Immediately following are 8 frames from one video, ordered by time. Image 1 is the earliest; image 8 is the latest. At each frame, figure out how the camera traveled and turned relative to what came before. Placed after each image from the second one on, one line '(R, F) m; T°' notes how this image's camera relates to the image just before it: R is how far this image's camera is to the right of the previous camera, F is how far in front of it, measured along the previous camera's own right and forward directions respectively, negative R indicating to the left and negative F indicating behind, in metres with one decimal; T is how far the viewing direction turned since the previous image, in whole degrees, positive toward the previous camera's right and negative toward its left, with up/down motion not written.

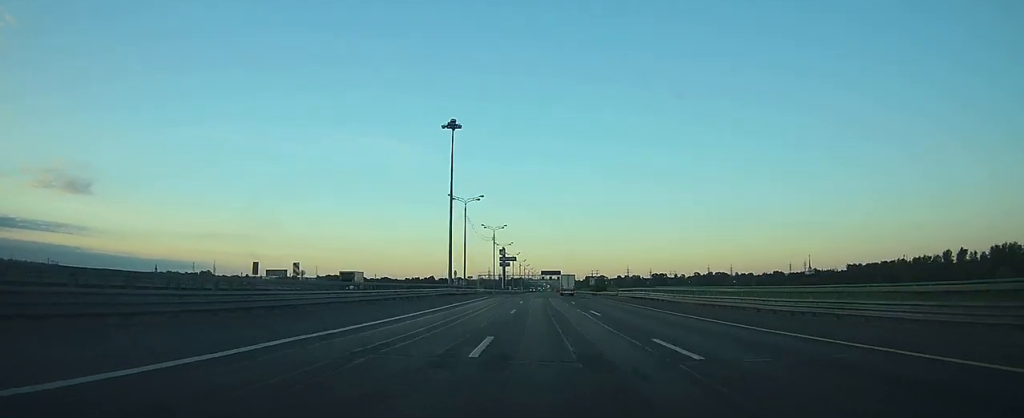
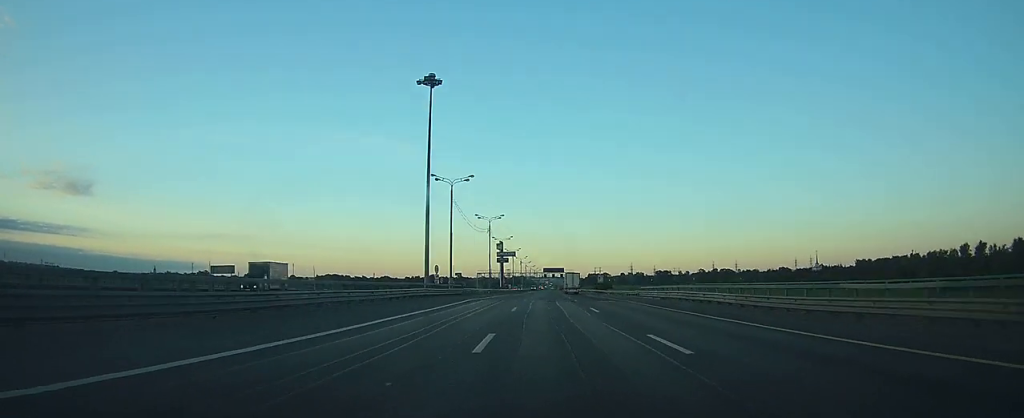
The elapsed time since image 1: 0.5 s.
(0.0, +15.2) m; 0°
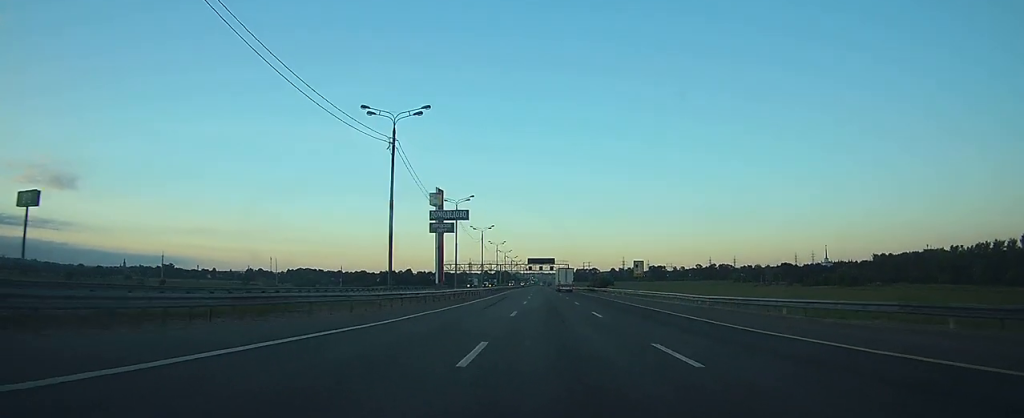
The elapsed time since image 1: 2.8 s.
(+0.2, +65.3) m; 0°
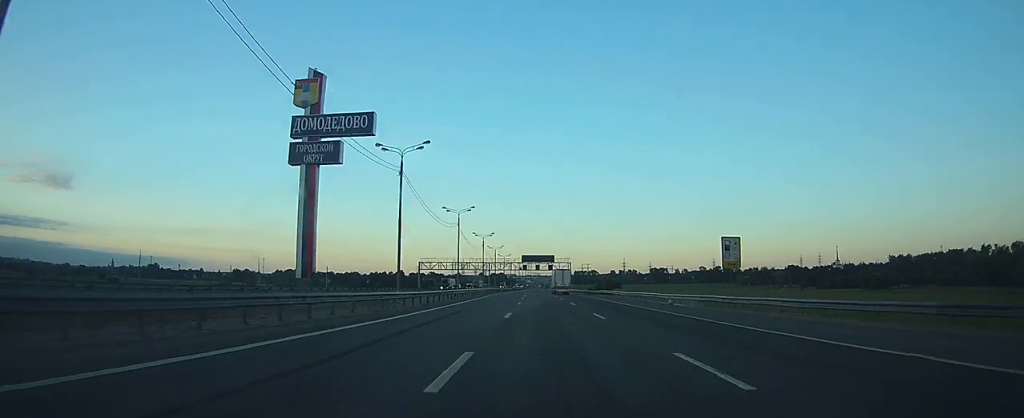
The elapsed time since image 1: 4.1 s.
(+0.2, +34.6) m; 0°
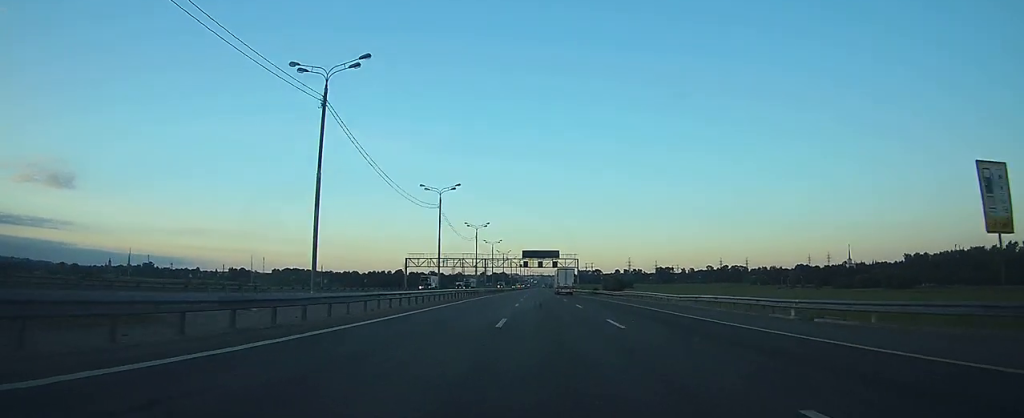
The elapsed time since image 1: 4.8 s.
(+0.1, +21.4) m; 0°
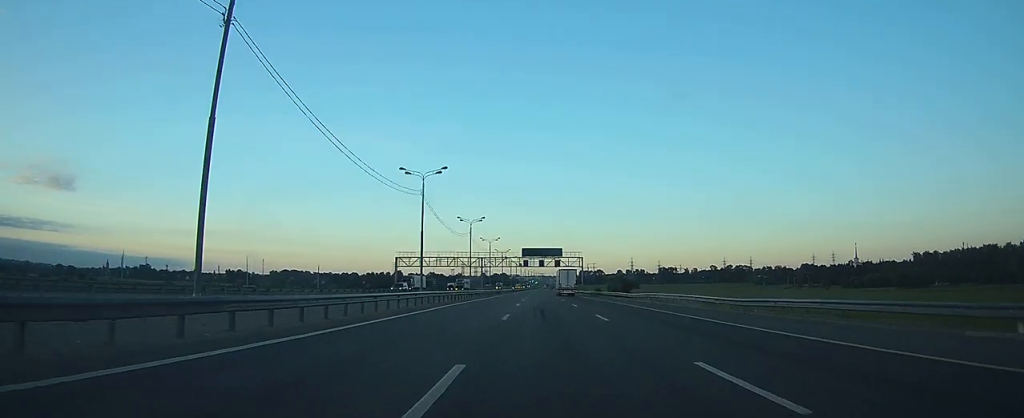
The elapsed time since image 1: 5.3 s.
(0.0, +12.1) m; 0°
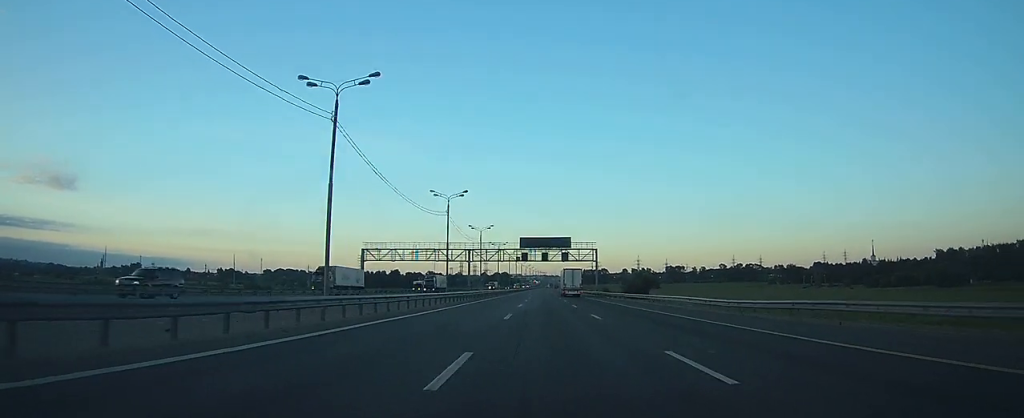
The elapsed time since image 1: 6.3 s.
(+0.1, +29.8) m; 0°
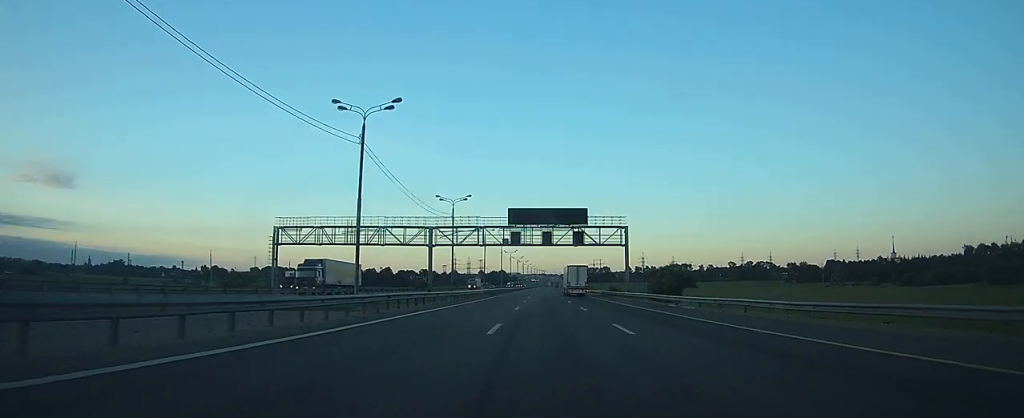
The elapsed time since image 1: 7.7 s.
(0.0, +39.5) m; 0°
